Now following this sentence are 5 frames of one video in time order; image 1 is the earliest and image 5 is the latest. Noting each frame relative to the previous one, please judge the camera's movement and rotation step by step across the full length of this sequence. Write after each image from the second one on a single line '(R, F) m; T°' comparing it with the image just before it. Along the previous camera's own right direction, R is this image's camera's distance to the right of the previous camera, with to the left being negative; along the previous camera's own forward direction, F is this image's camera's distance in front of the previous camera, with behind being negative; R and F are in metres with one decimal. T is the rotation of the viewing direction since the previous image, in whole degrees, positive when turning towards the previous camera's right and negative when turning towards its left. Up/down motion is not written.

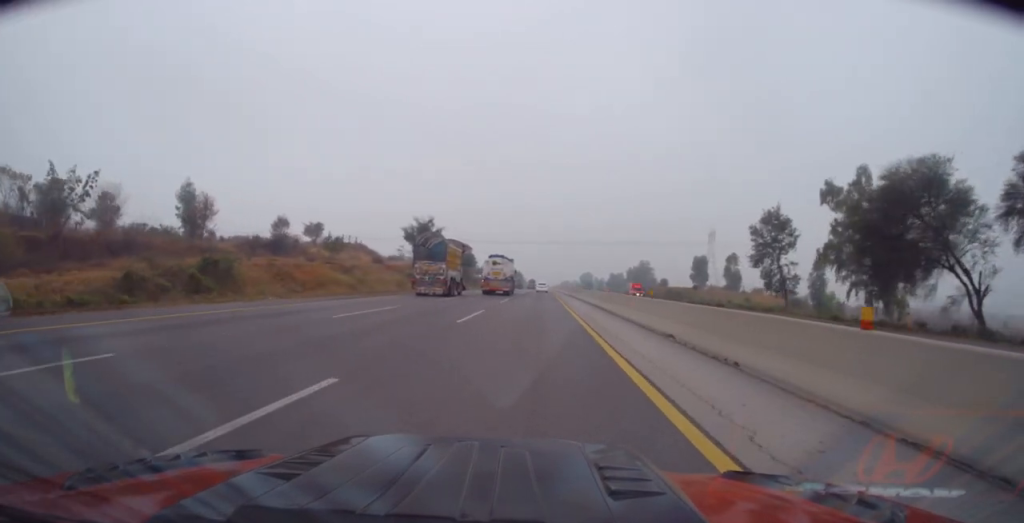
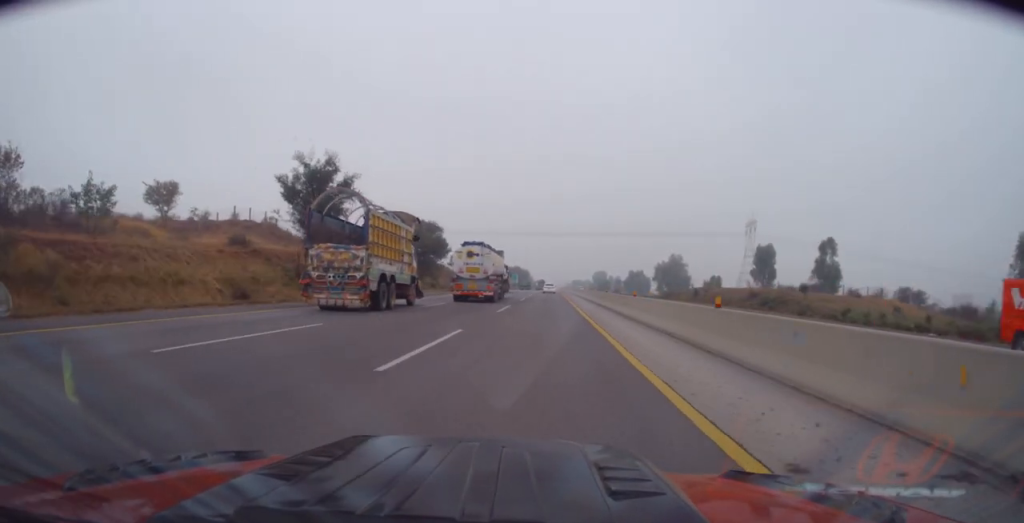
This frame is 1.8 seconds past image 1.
(+0.2, +45.4) m; -1°
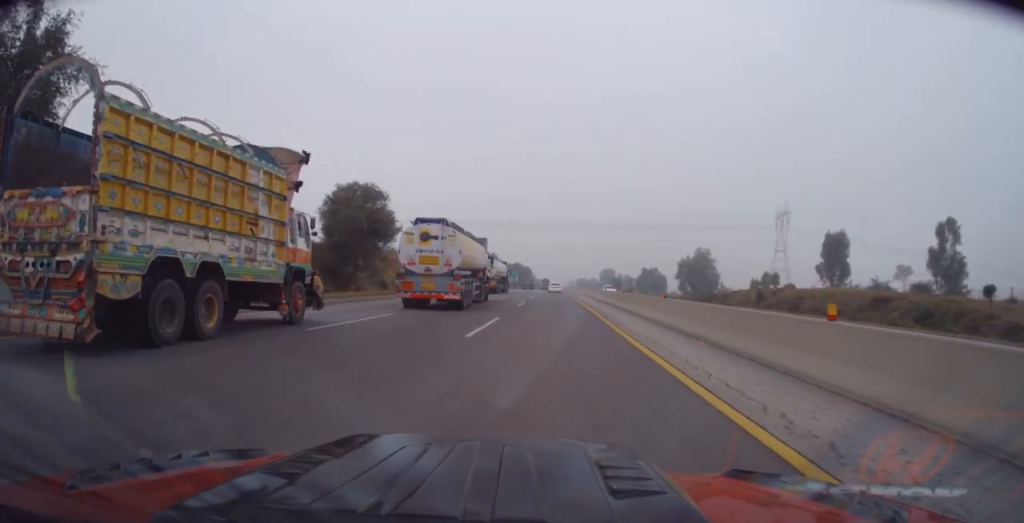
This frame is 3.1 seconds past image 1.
(-0.5, +30.6) m; -1°
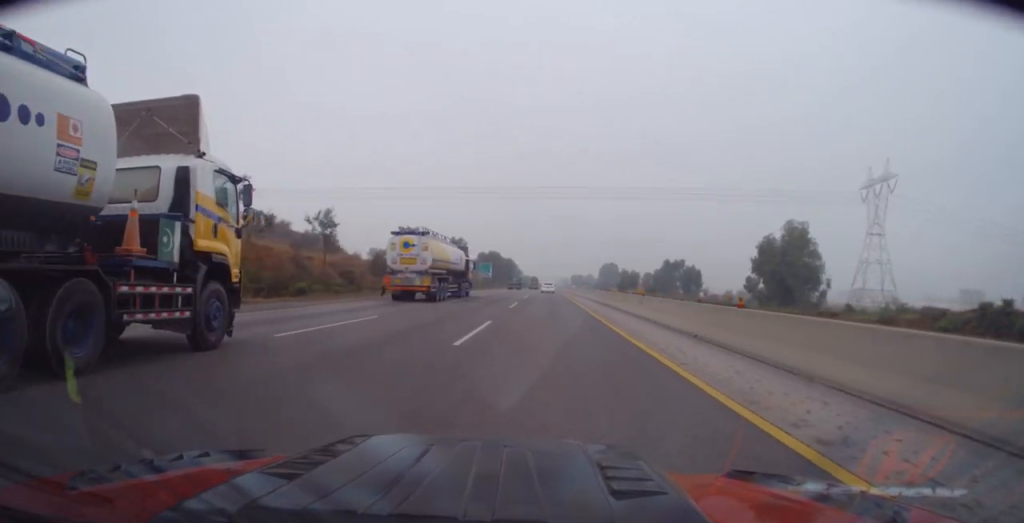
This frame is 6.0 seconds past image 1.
(+1.4, +73.7) m; +2°
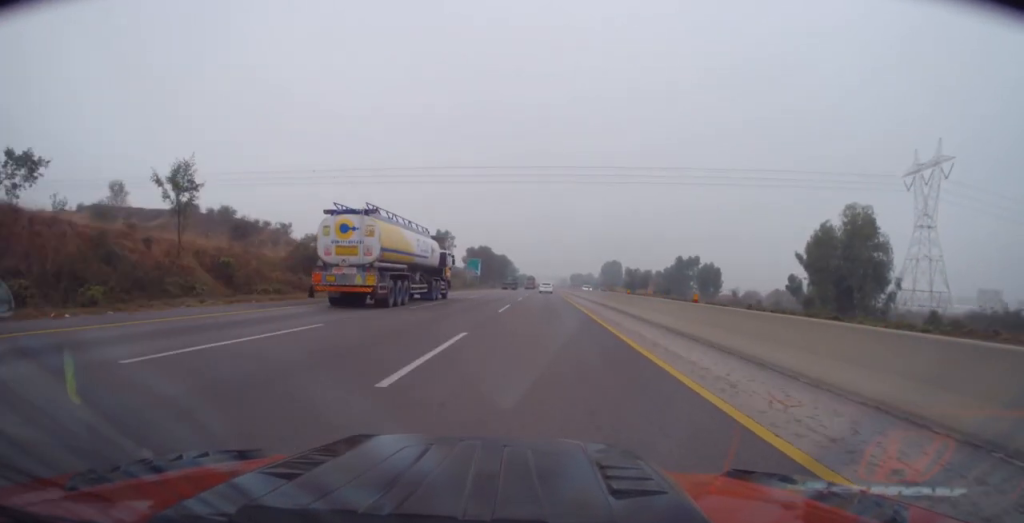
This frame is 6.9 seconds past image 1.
(-0.2, +22.8) m; -1°
